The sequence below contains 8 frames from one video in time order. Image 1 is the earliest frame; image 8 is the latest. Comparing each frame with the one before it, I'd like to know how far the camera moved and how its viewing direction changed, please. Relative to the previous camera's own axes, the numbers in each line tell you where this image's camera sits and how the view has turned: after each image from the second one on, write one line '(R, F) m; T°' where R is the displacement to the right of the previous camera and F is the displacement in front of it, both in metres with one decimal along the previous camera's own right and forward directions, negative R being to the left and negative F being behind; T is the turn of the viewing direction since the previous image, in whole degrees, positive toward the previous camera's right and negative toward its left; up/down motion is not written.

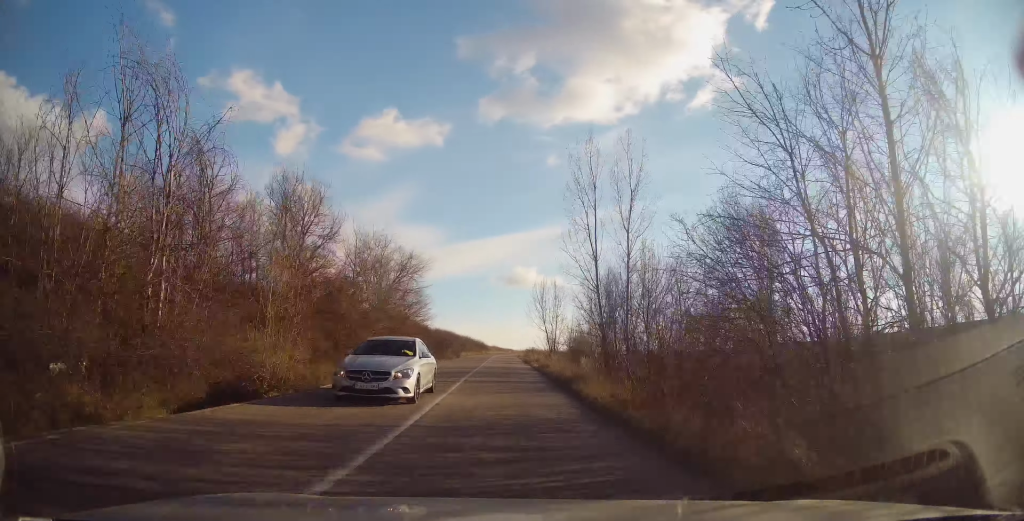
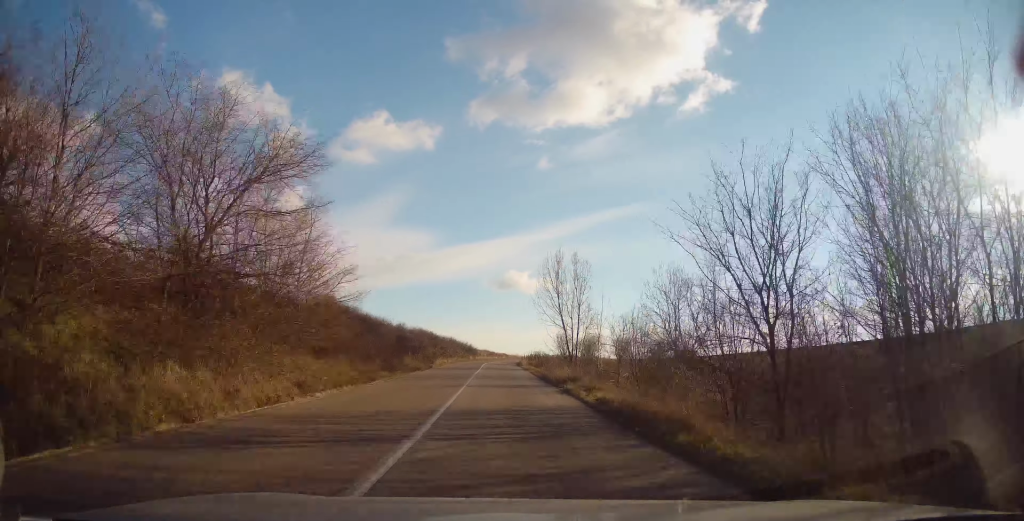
(+0.7, +21.9) m; +2°
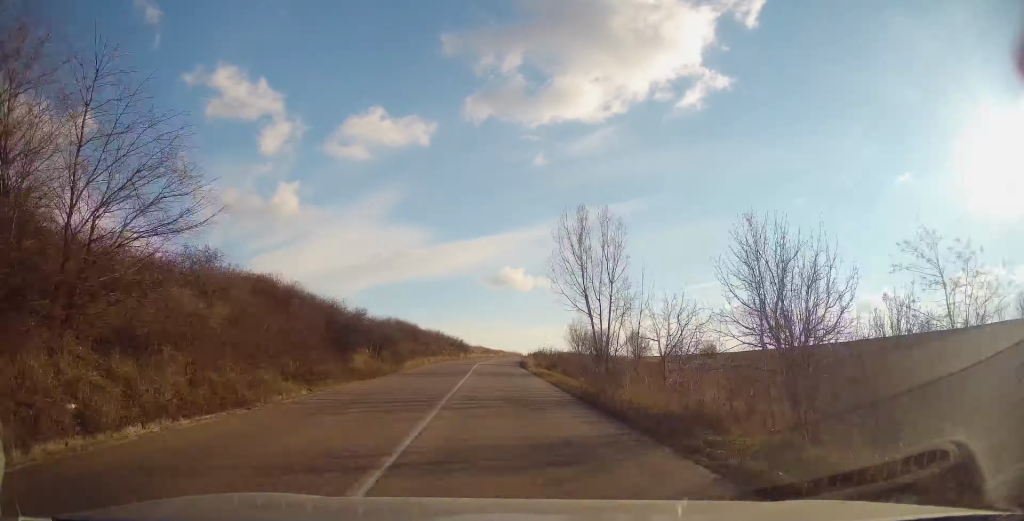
(0.0, +13.4) m; +1°
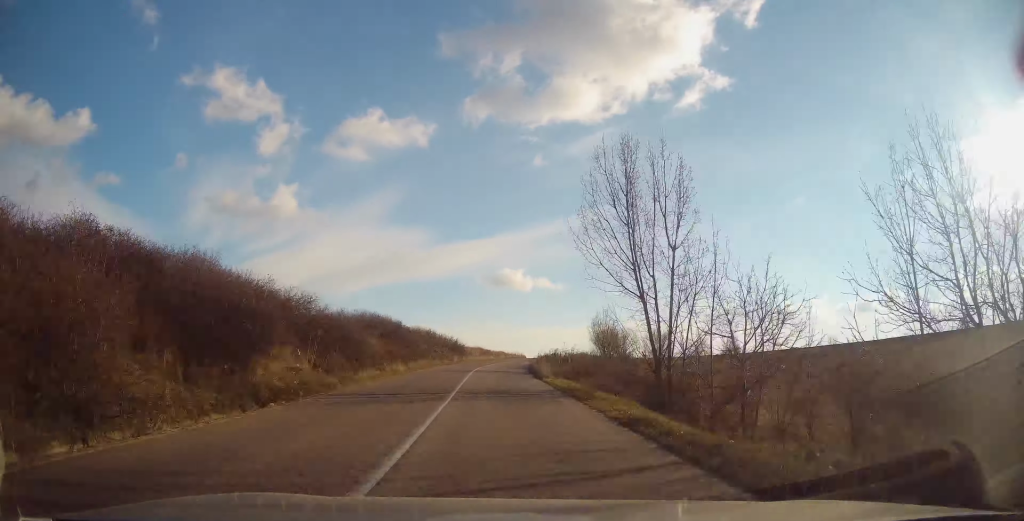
(0.0, +10.4) m; 0°
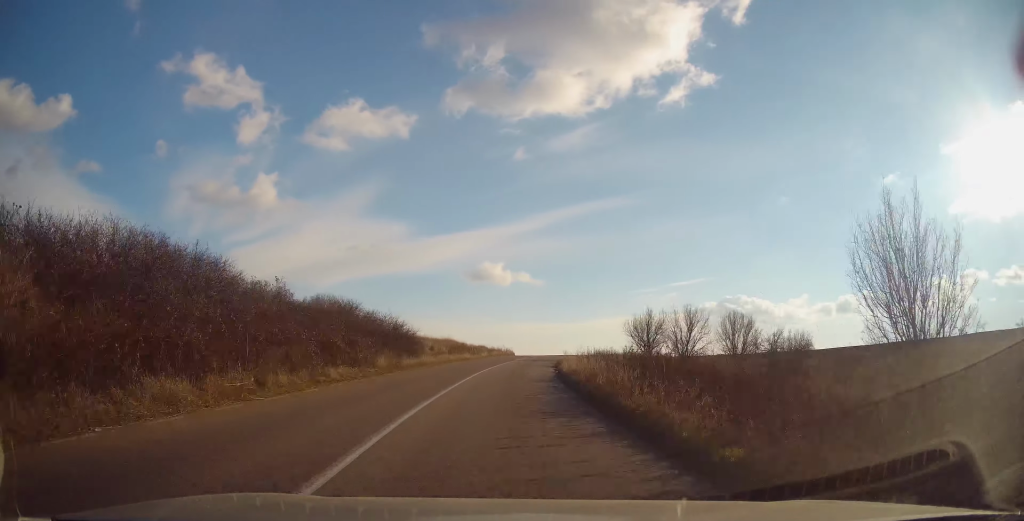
(+0.1, +28.5) m; +1°
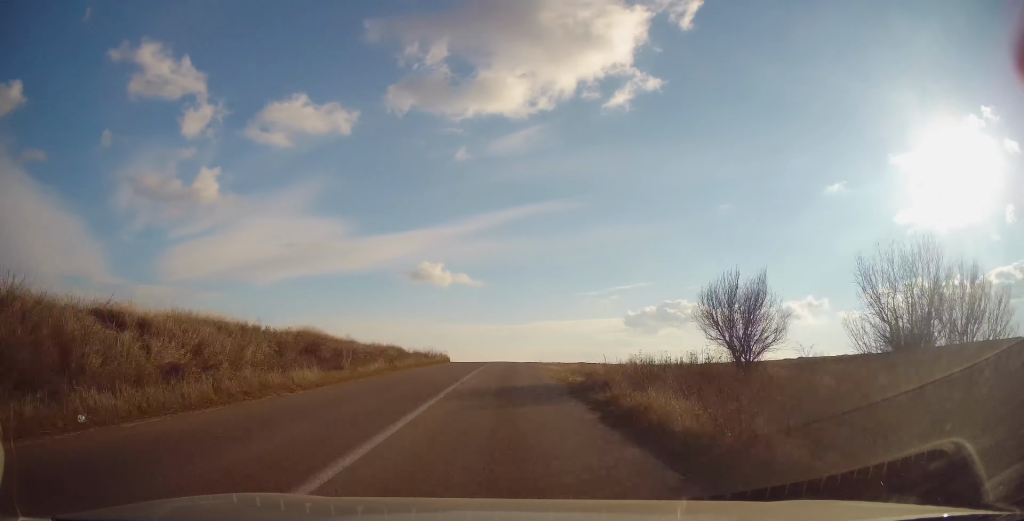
(+1.3, +29.0) m; +6°
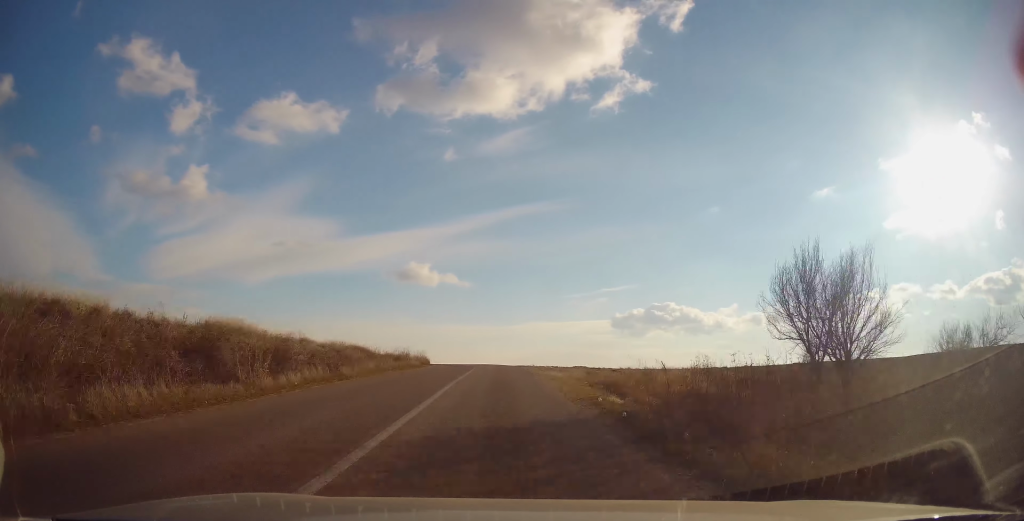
(+0.2, +7.8) m; +1°
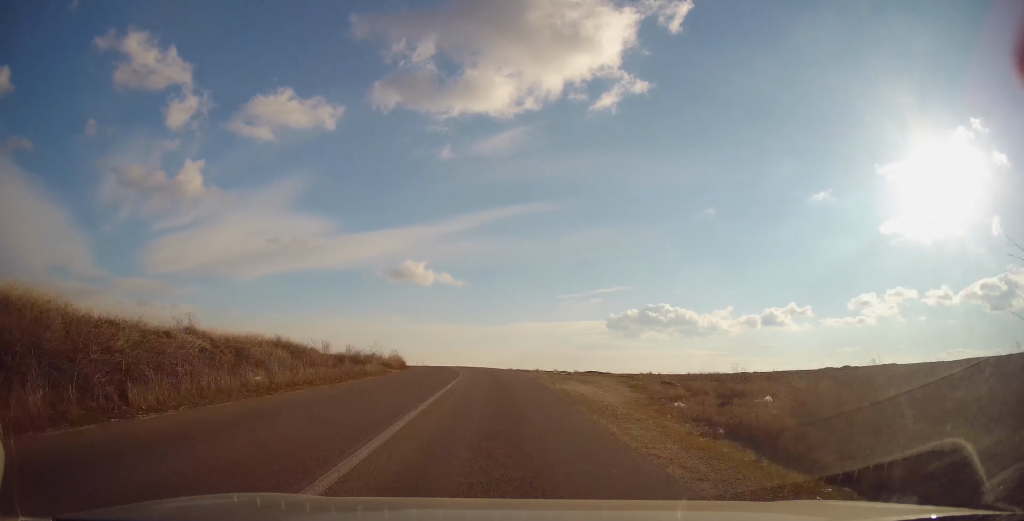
(+0.2, +11.0) m; +1°
